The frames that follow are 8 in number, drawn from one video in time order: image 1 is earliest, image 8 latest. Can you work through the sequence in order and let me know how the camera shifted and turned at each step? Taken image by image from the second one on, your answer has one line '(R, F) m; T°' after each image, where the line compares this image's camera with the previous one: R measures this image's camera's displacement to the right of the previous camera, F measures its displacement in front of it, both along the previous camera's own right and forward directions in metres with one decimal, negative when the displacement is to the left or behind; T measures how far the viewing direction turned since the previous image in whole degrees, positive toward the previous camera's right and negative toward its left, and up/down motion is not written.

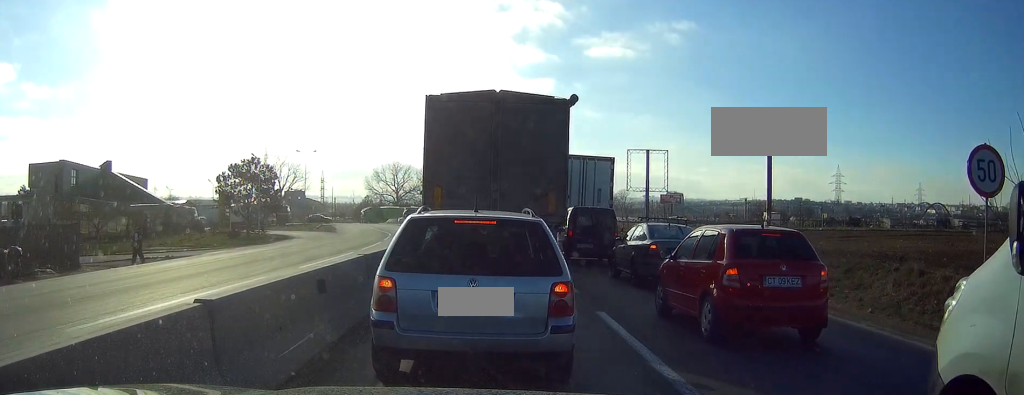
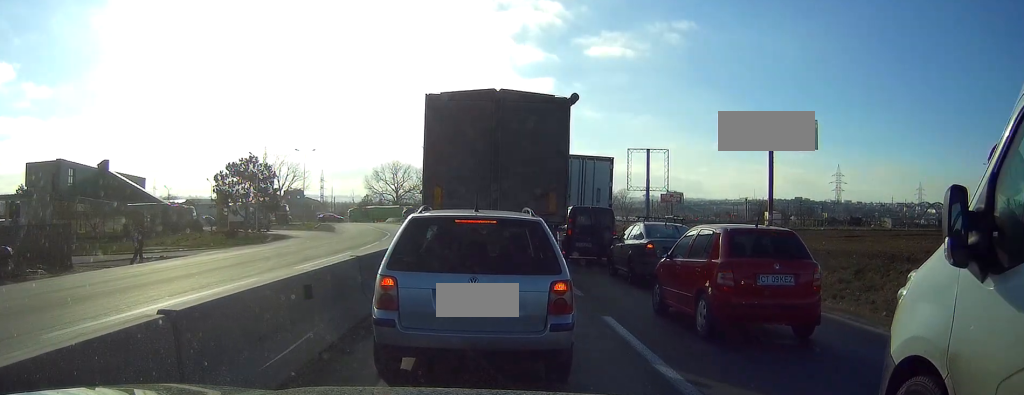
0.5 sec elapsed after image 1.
(0.0, +0.7) m; 0°
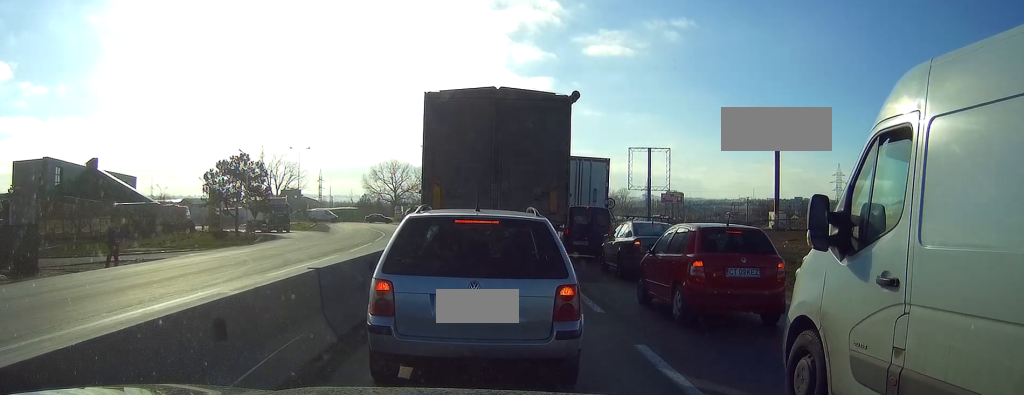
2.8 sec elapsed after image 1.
(+0.3, +2.7) m; 0°
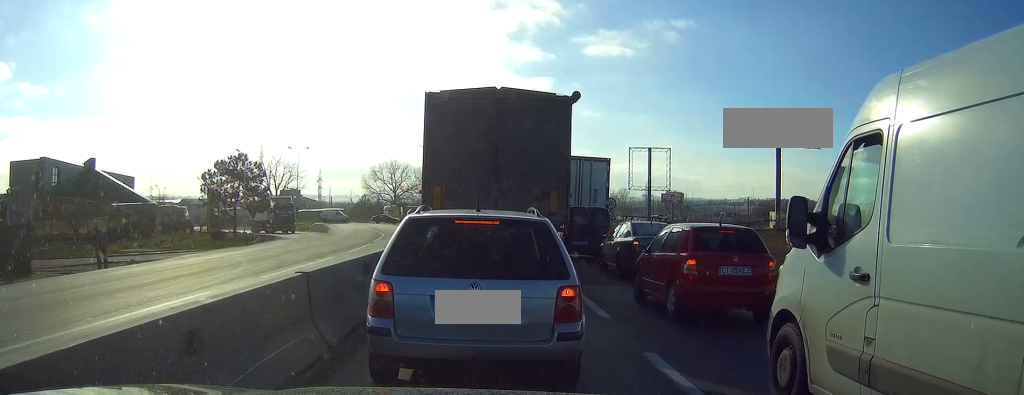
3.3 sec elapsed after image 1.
(+0.1, +0.6) m; 0°
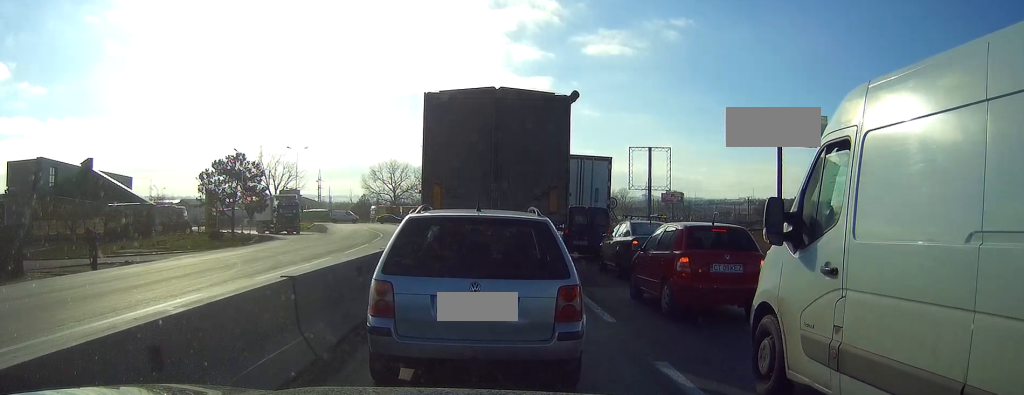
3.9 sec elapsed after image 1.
(0.0, +0.6) m; 0°
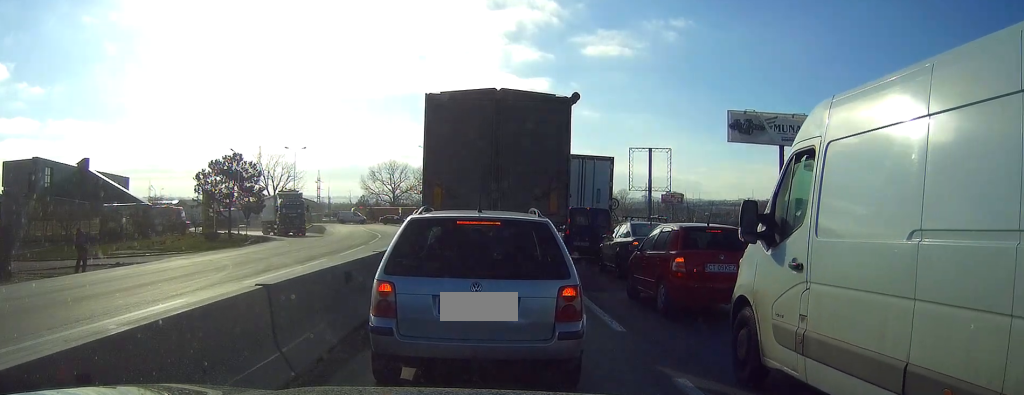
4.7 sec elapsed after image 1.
(-0.1, +0.8) m; 0°
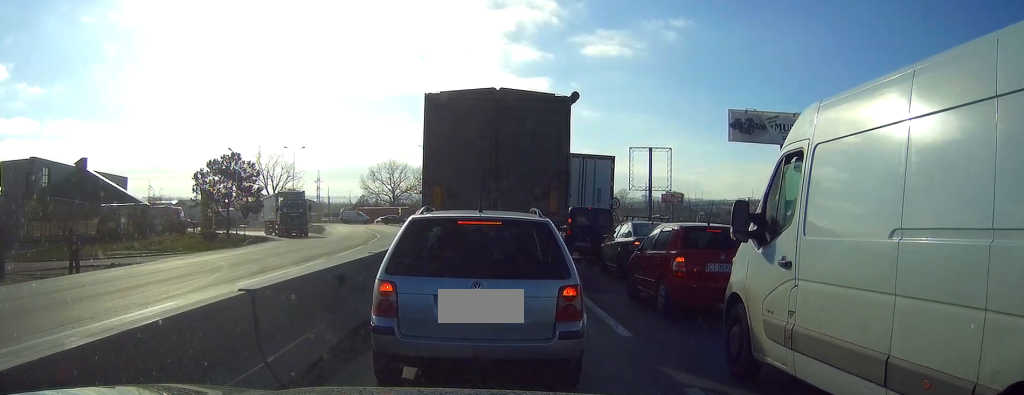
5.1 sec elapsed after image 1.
(-0.2, +0.4) m; 0°
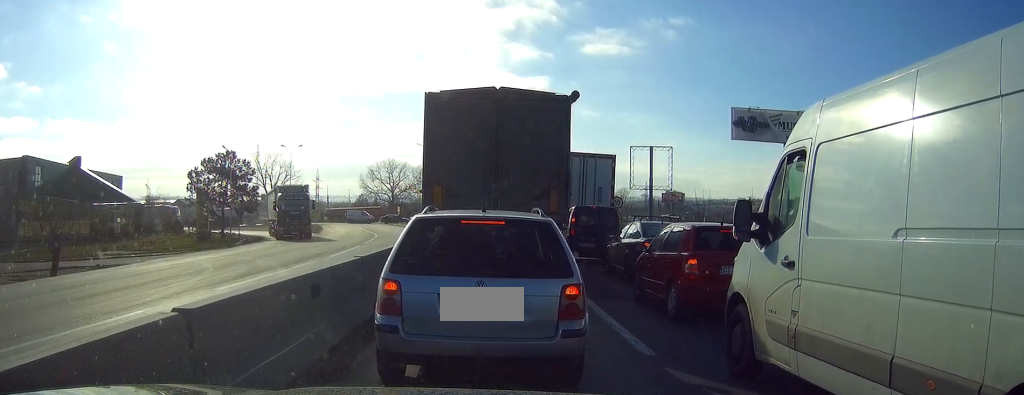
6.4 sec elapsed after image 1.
(-0.8, +1.1) m; 0°
